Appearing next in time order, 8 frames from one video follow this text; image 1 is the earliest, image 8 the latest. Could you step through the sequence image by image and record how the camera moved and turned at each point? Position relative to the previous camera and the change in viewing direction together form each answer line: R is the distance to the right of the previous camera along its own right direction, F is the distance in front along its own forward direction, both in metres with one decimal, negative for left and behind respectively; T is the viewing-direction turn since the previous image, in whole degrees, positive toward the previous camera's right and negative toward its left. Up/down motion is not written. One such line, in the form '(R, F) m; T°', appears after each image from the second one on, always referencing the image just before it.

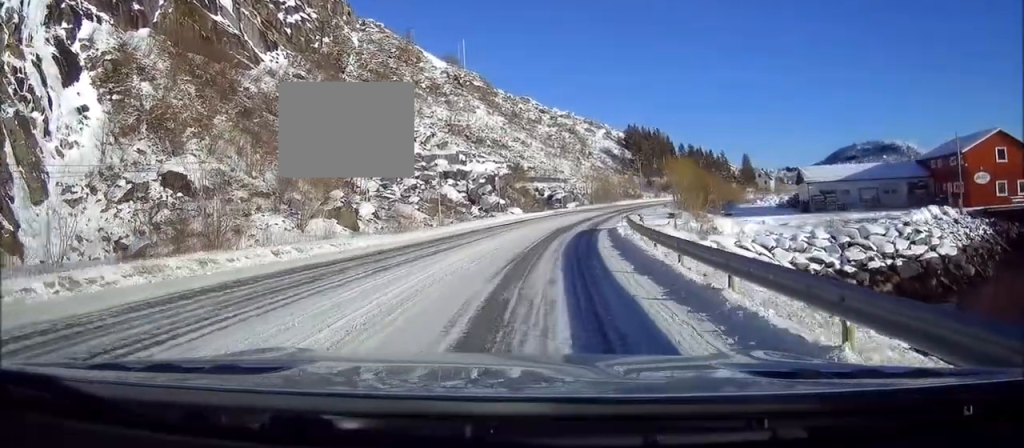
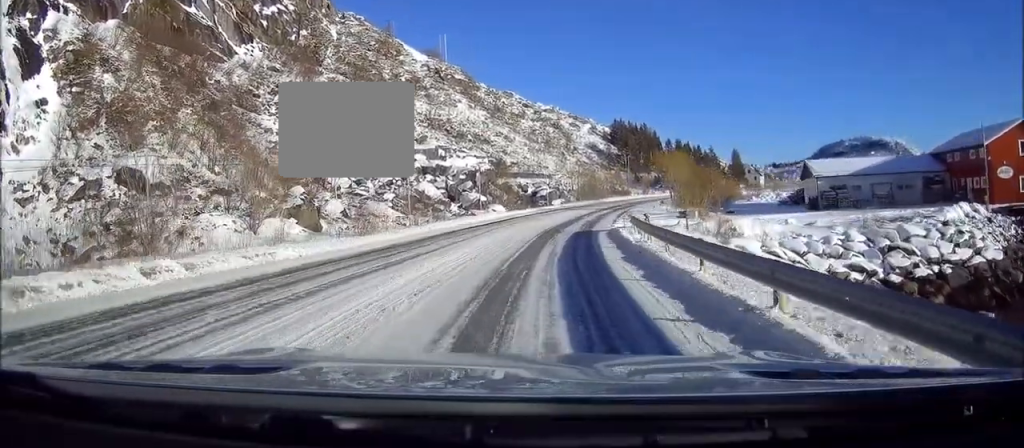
(-0.1, +6.2) m; +1°
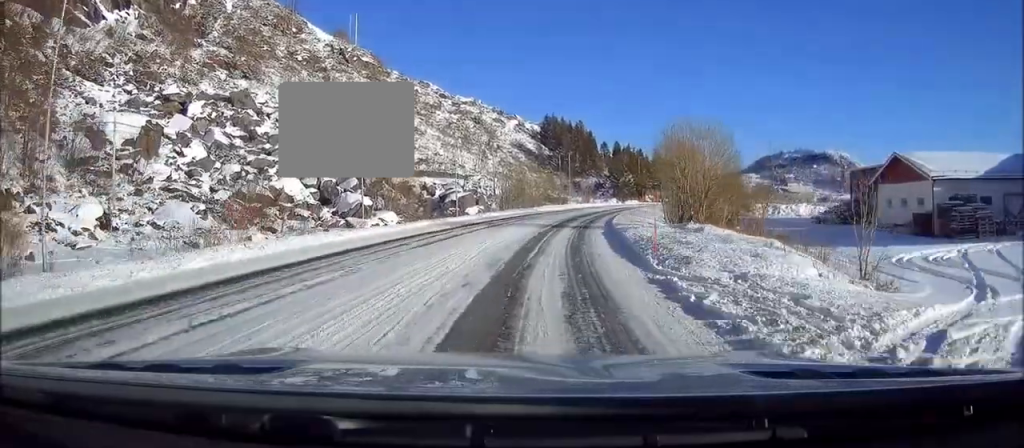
(+2.5, +30.3) m; +8°
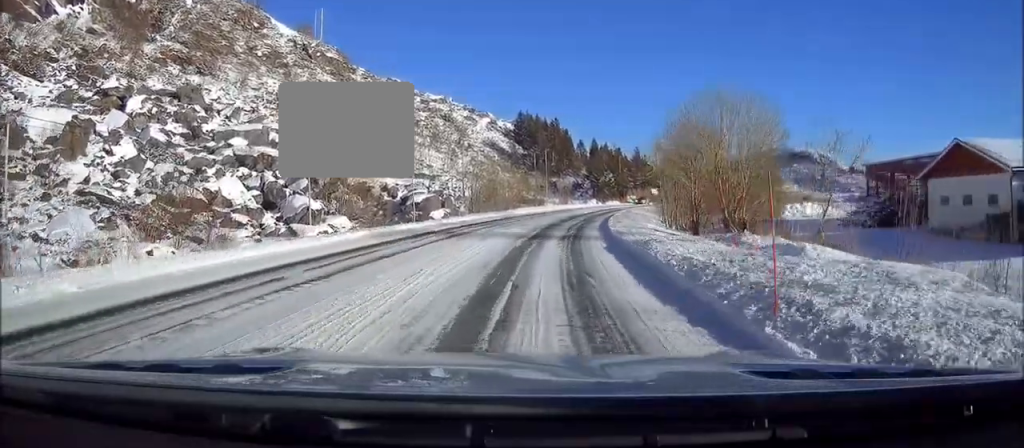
(+0.1, +9.4) m; +2°
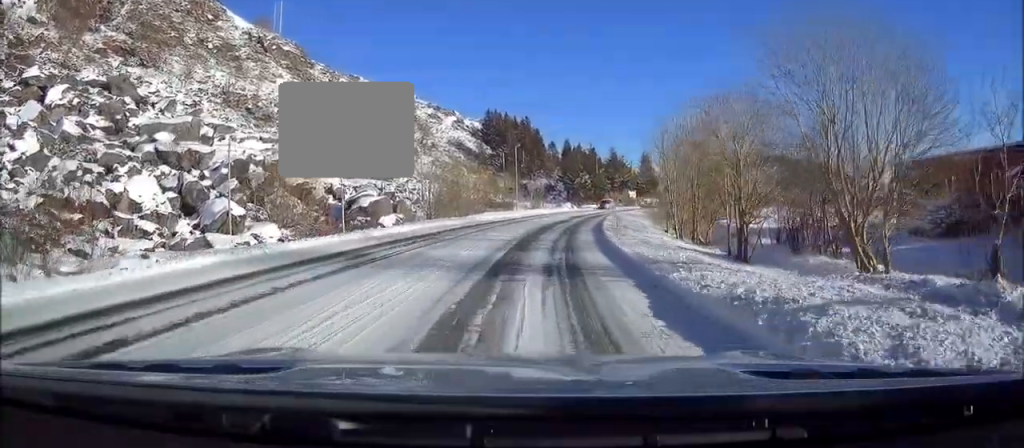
(+0.2, +11.3) m; +3°
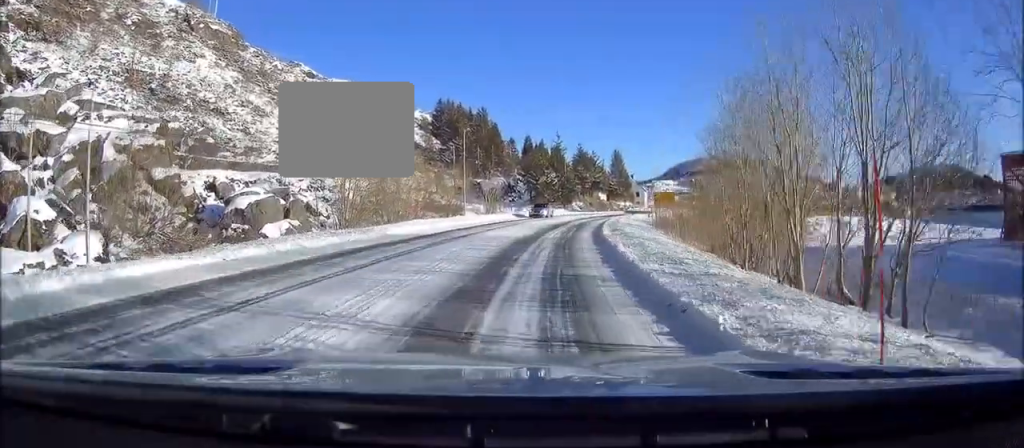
(+0.7, +19.2) m; +4°
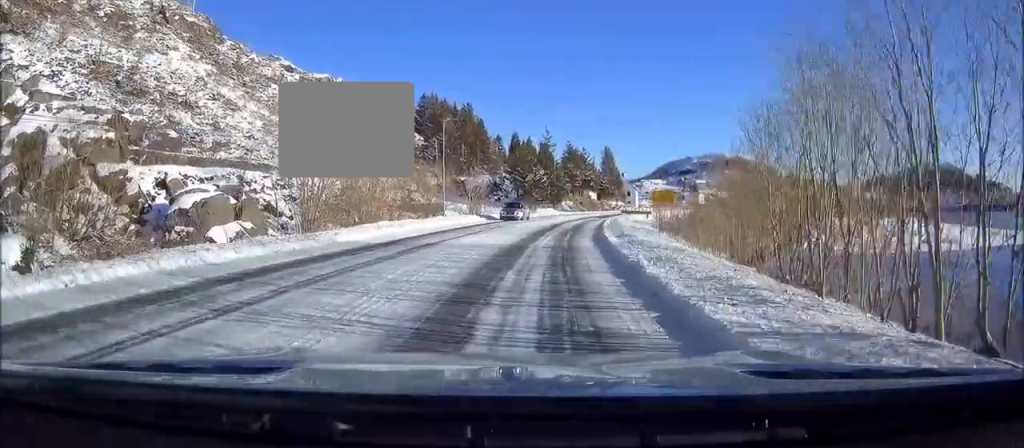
(+0.1, +6.1) m; +1°
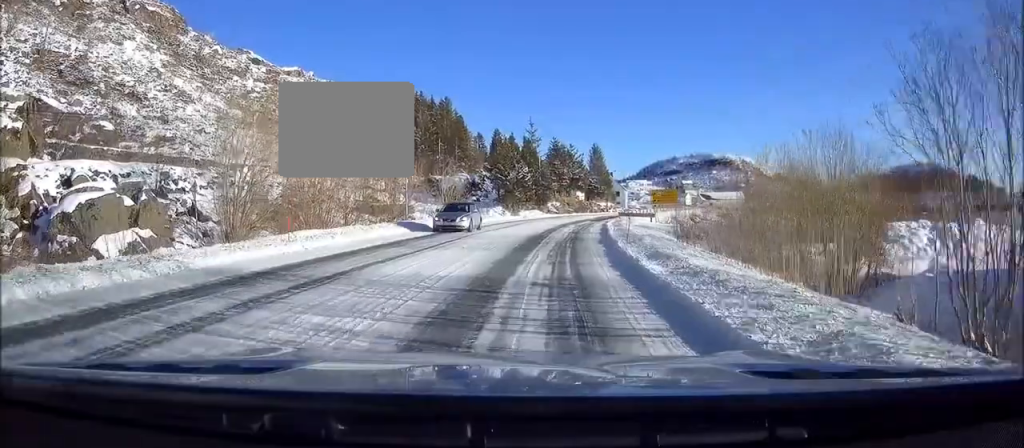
(0.0, +9.8) m; +2°
